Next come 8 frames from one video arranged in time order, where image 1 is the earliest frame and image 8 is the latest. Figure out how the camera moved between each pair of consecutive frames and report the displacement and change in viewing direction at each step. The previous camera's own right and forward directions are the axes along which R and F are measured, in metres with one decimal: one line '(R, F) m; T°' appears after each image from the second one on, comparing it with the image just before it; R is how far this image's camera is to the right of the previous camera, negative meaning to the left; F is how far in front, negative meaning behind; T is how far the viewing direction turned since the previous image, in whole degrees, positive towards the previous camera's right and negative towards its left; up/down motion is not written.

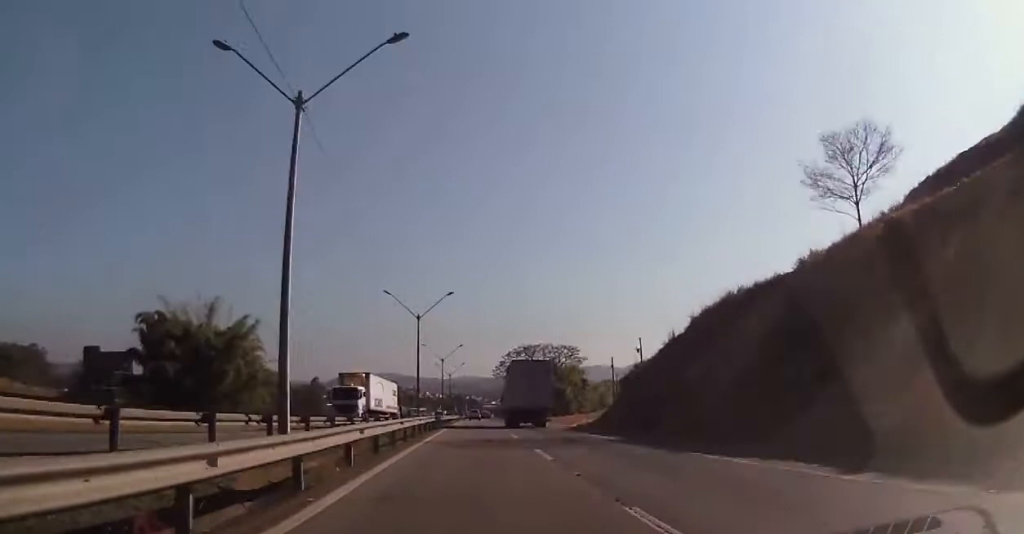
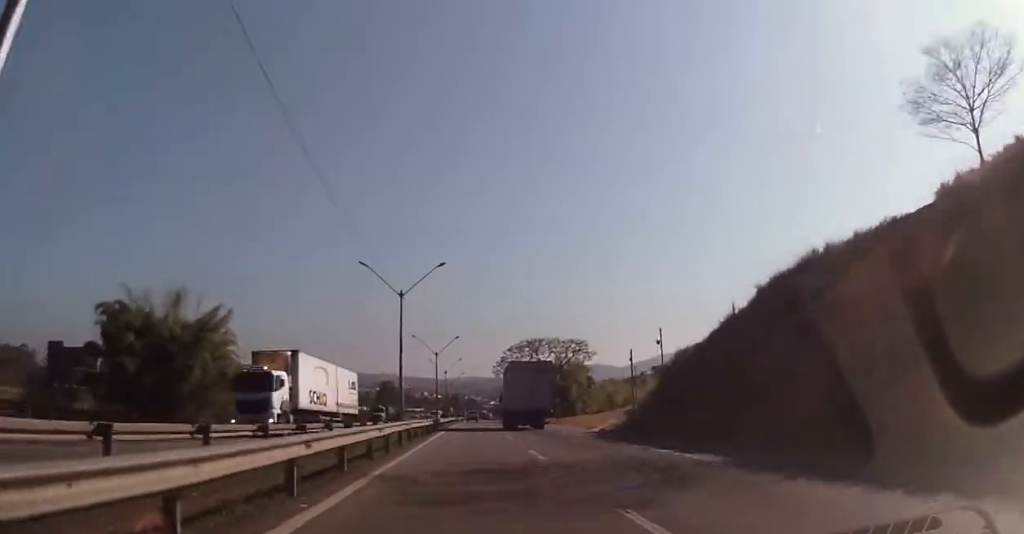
(+0.2, +12.3) m; 0°
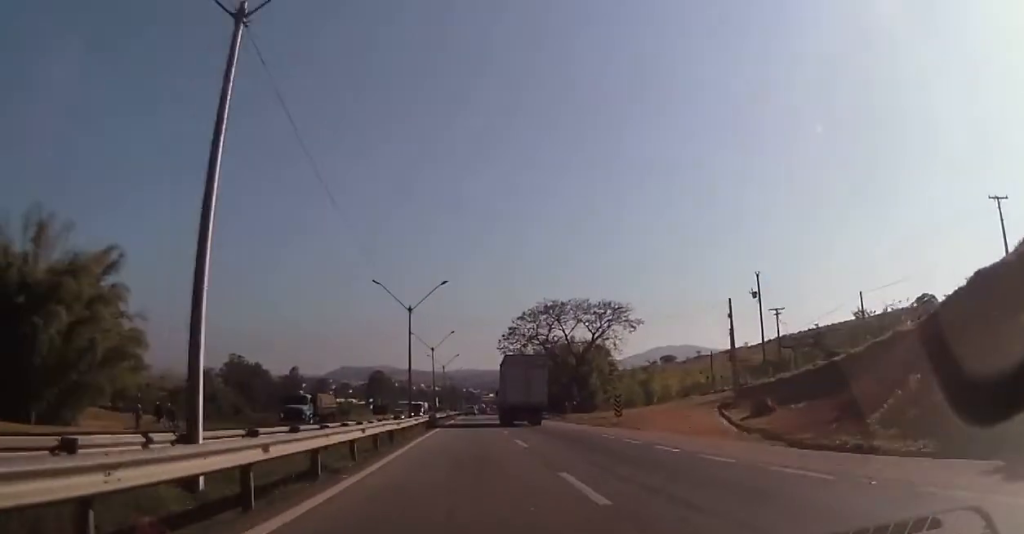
(-0.4, +33.1) m; -1°
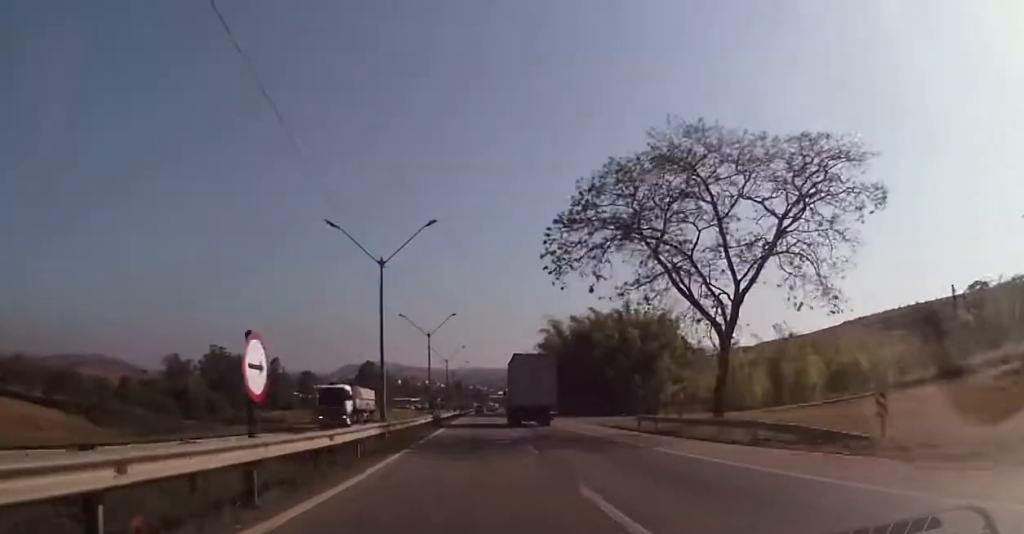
(+0.9, +51.8) m; +1°
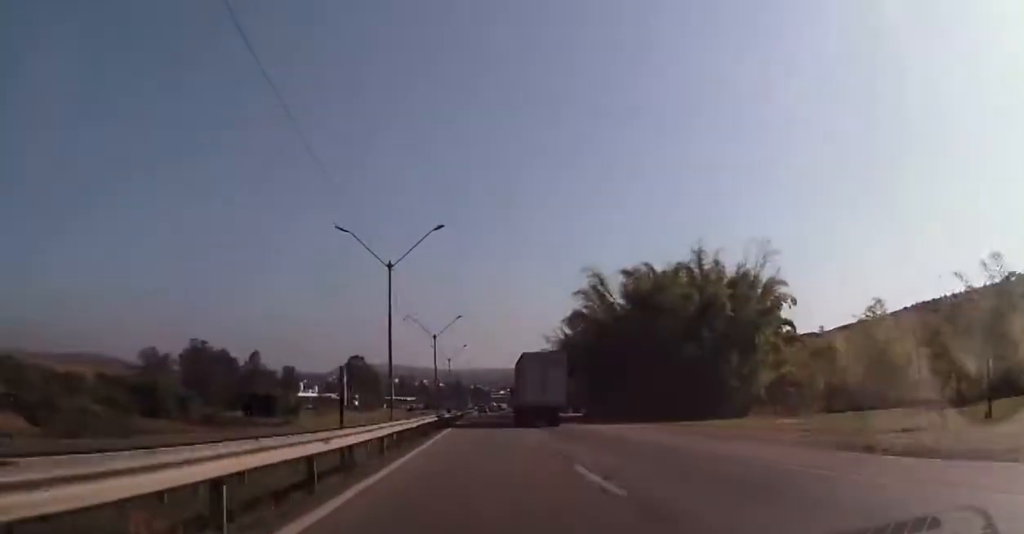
(-0.5, +33.7) m; -1°
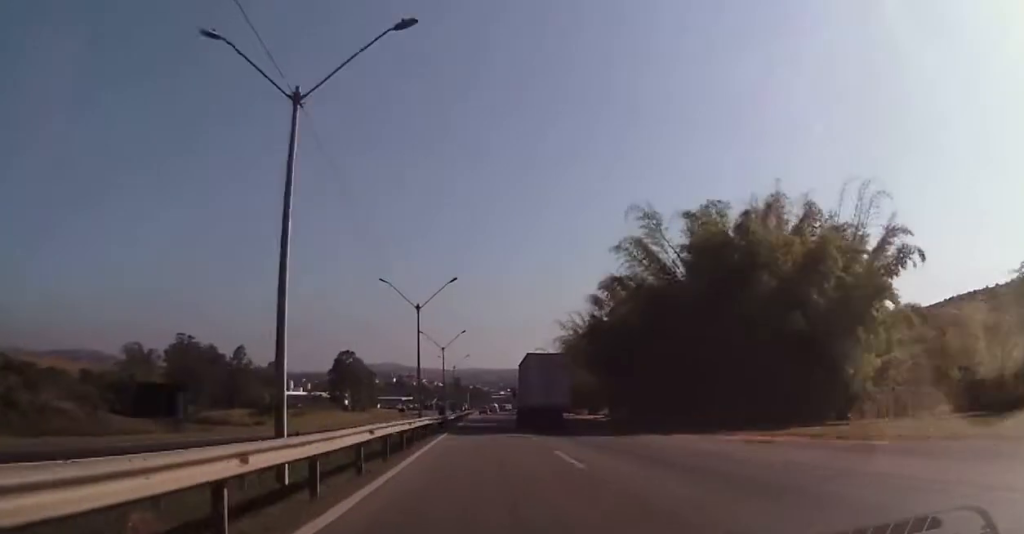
(-0.1, +20.1) m; 0°
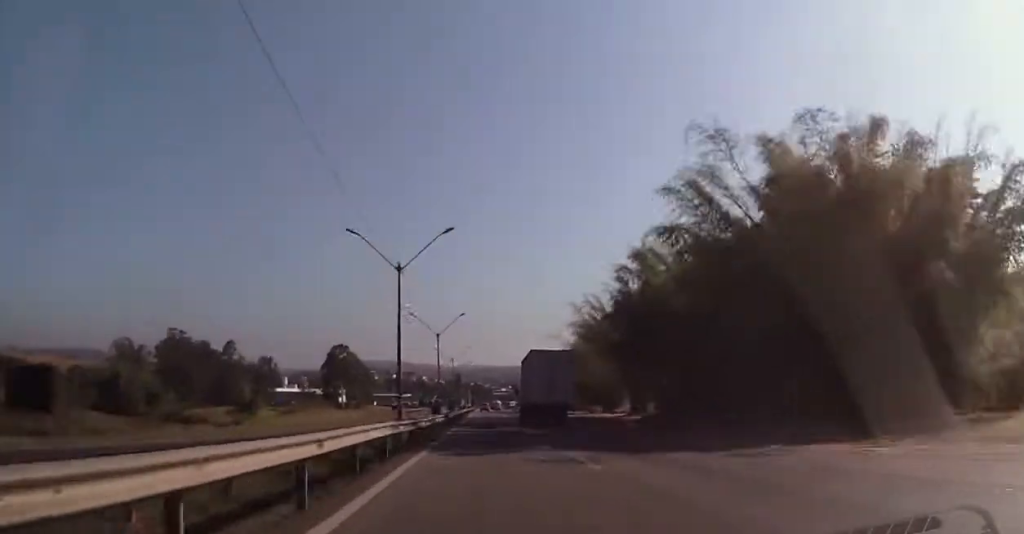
(0.0, +13.3) m; 0°
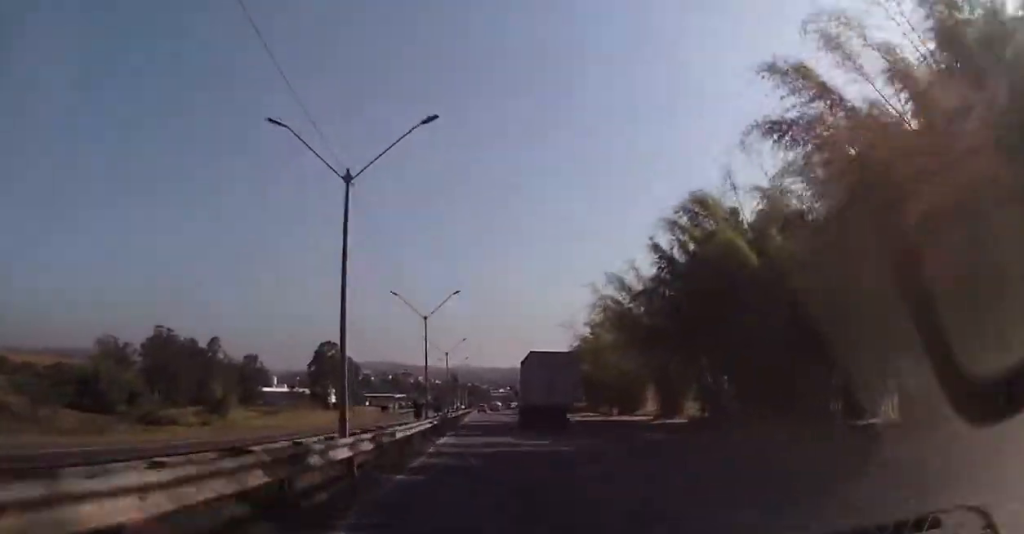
(0.0, +15.1) m; 0°
